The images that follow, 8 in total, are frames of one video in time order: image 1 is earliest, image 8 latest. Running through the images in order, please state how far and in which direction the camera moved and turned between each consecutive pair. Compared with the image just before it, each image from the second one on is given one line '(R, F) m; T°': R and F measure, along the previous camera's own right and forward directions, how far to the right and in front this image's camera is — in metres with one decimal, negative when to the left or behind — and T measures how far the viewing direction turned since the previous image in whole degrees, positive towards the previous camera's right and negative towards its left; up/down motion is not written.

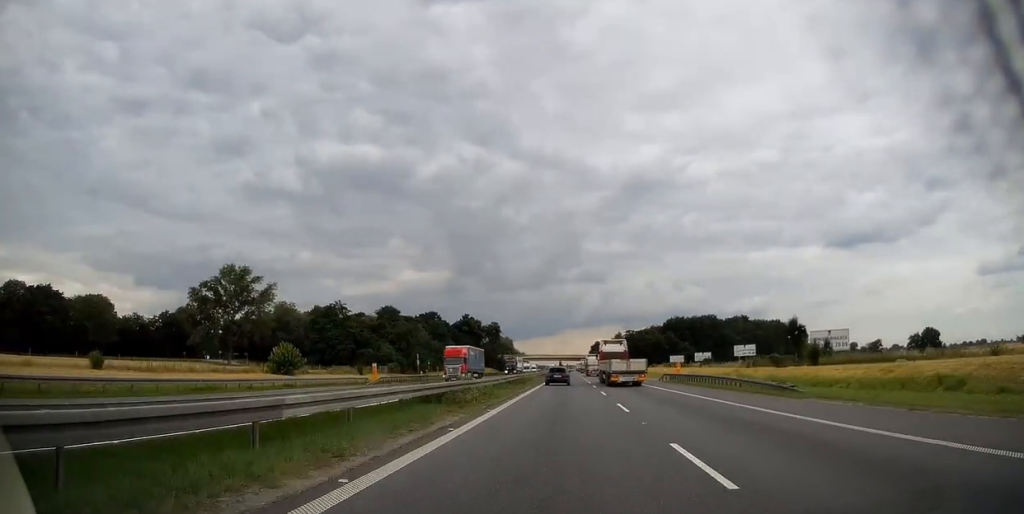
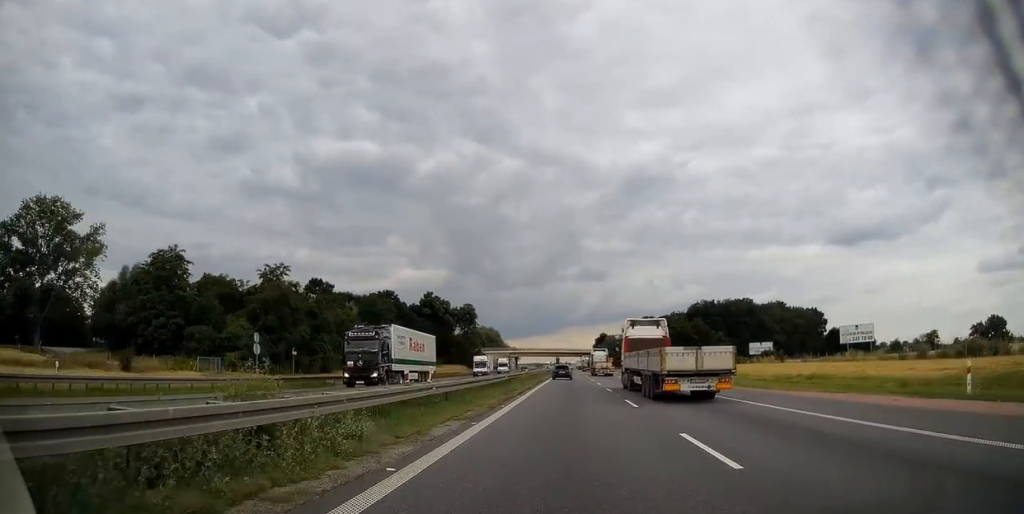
(-0.1, +59.0) m; 0°
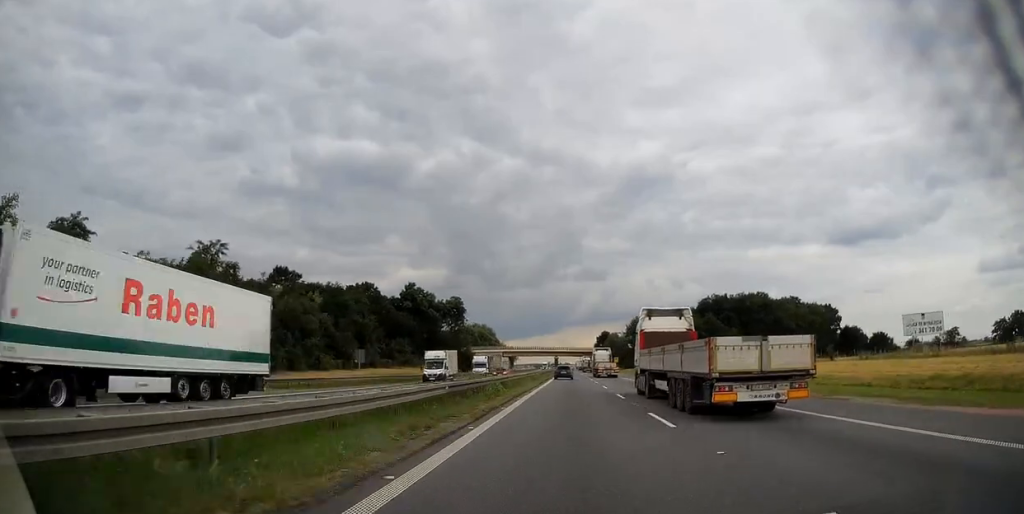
(+0.1, +18.5) m; 0°
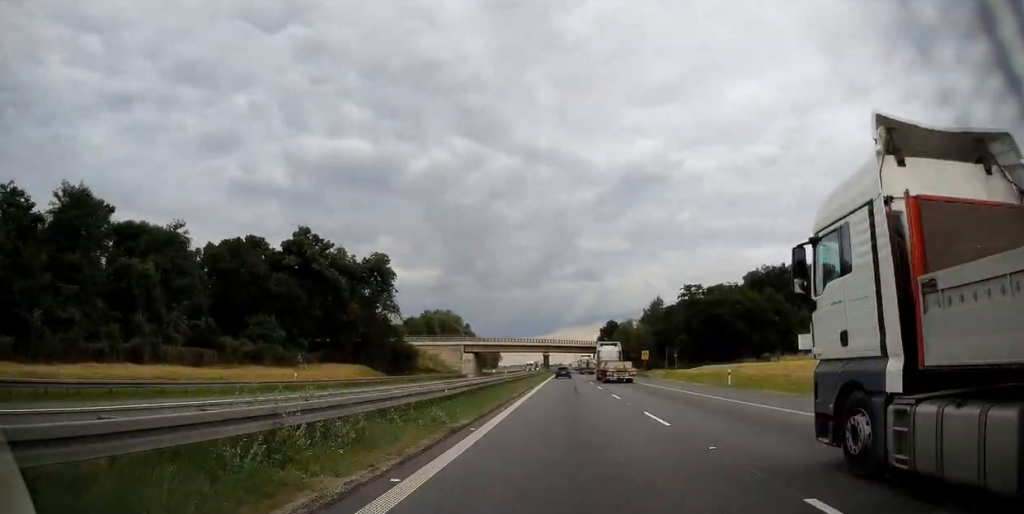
(-0.1, +59.7) m; 0°
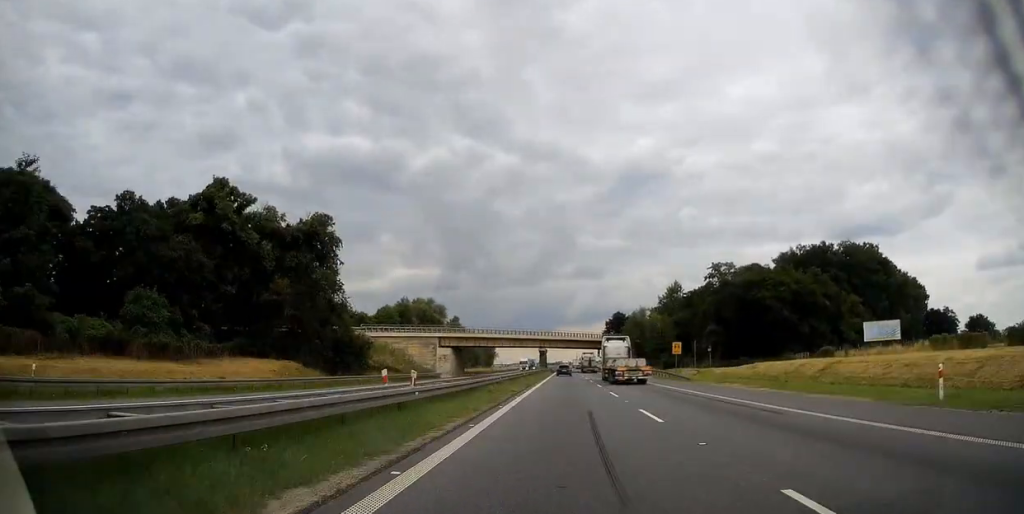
(0.0, +23.7) m; 0°
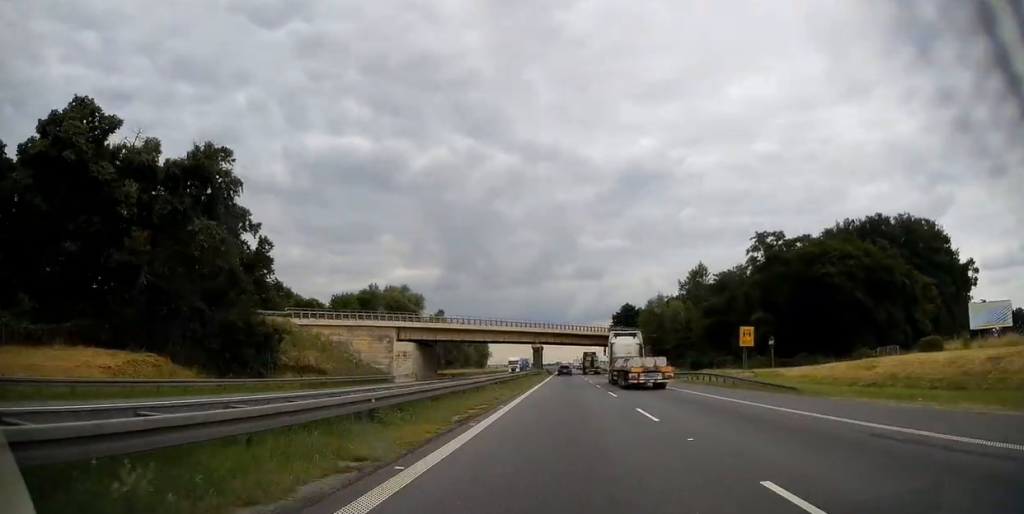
(+0.2, +23.7) m; 0°
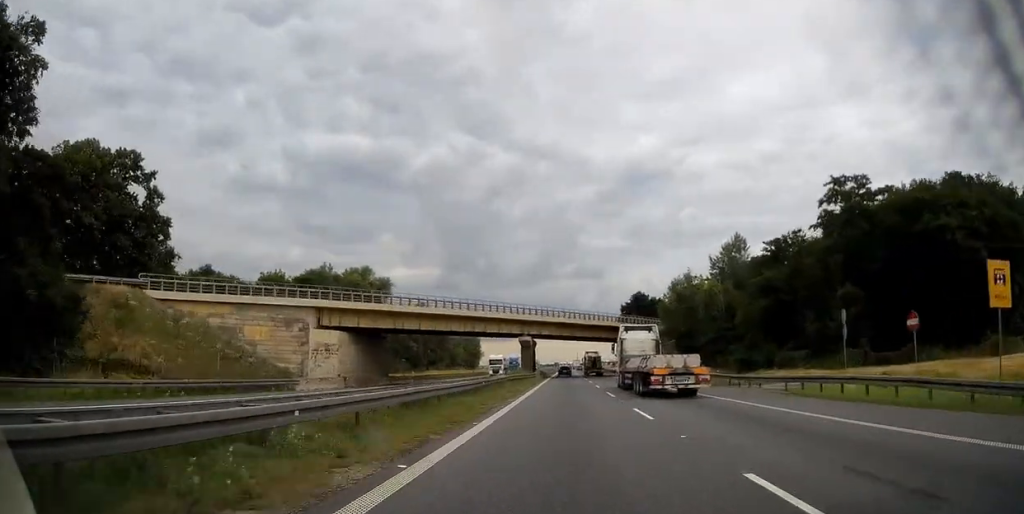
(-0.1, +23.6) m; 0°
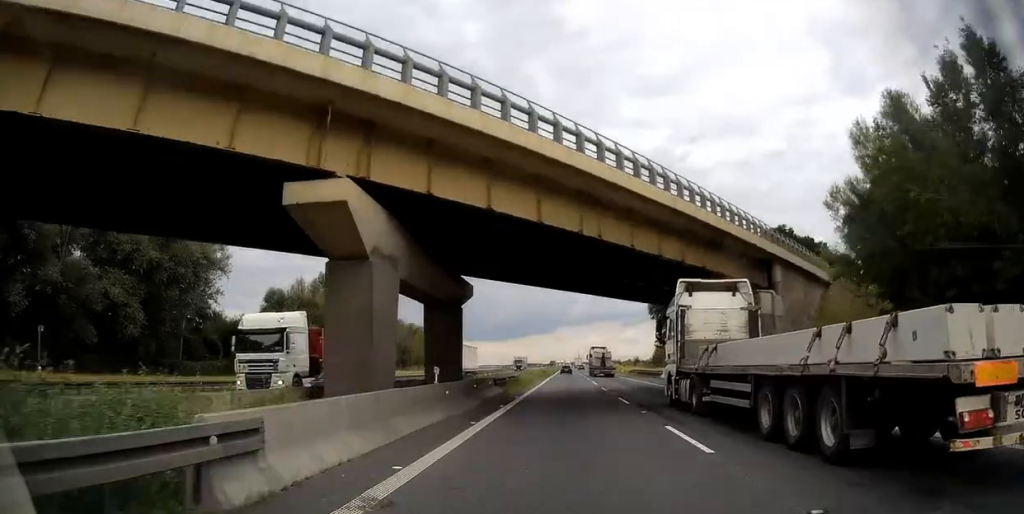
(-0.1, +54.6) m; 0°
